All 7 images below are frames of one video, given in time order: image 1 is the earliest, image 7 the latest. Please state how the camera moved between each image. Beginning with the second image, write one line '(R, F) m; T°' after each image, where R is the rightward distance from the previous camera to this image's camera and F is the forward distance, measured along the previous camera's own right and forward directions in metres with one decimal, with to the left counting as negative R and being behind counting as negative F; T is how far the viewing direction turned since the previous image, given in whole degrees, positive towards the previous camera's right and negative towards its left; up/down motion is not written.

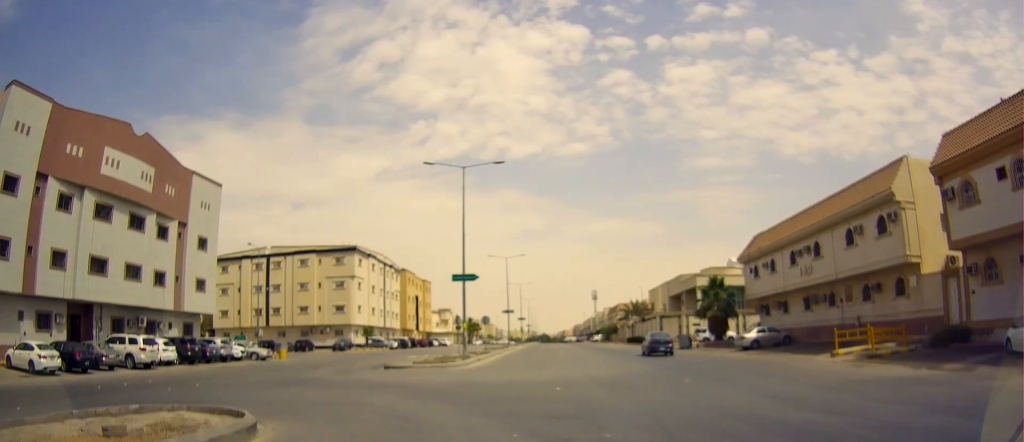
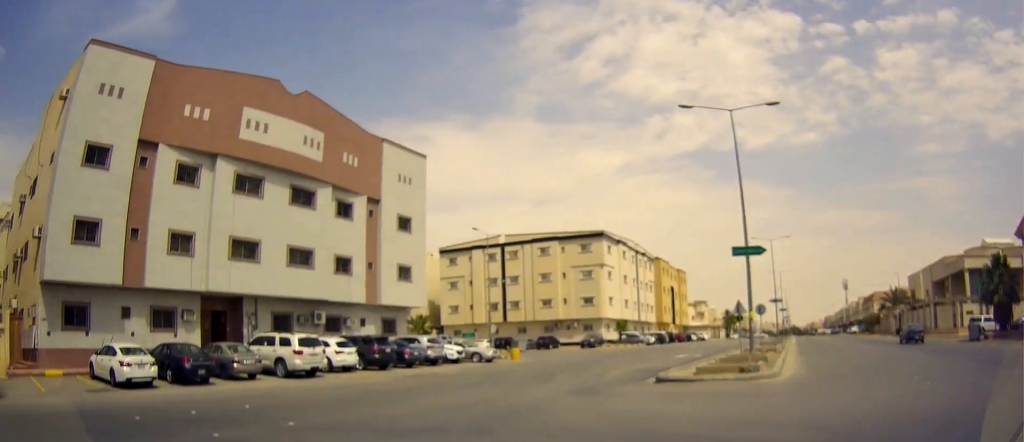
(-0.6, +11.0) m; -12°
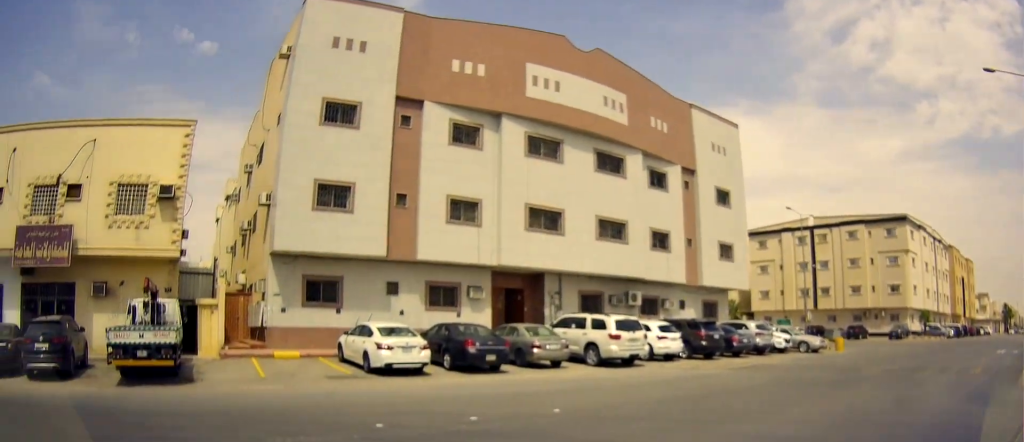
(-0.9, +4.5) m; -34°
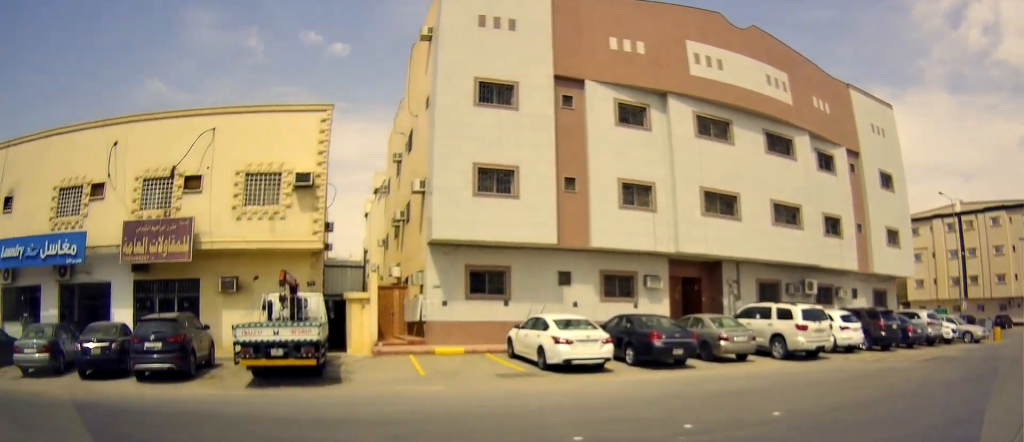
(-0.5, +1.6) m; -16°
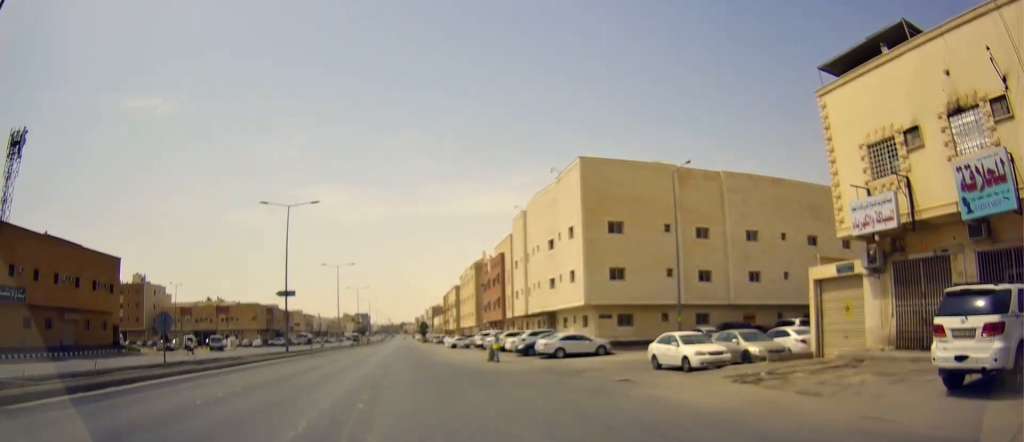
(-9.6, +5.8) m; -96°
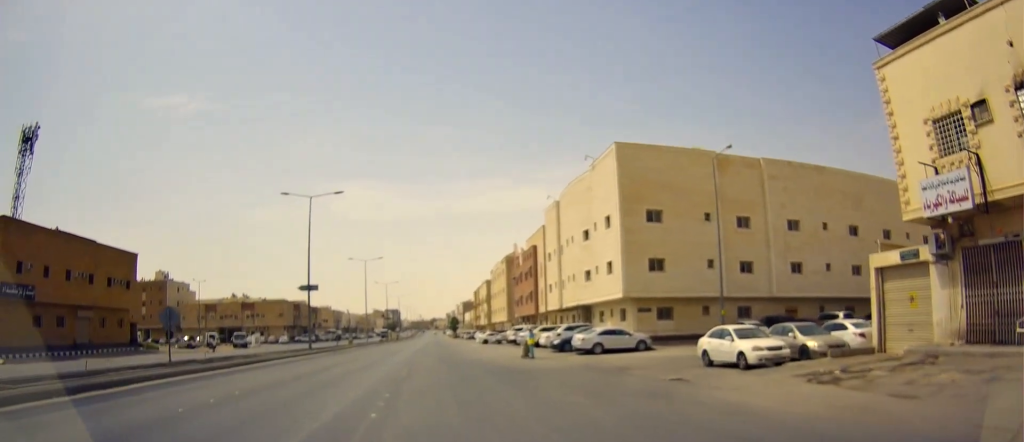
(-0.1, +1.9) m; -5°
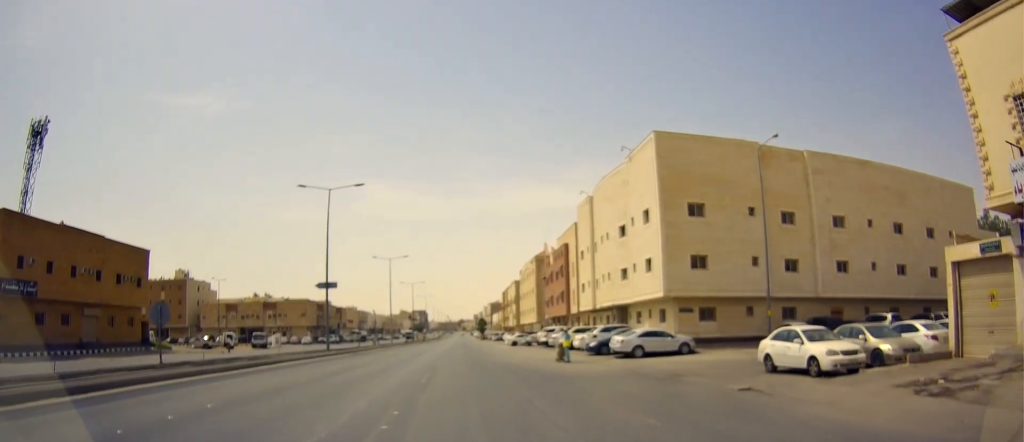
(-0.2, +2.6) m; -8°
